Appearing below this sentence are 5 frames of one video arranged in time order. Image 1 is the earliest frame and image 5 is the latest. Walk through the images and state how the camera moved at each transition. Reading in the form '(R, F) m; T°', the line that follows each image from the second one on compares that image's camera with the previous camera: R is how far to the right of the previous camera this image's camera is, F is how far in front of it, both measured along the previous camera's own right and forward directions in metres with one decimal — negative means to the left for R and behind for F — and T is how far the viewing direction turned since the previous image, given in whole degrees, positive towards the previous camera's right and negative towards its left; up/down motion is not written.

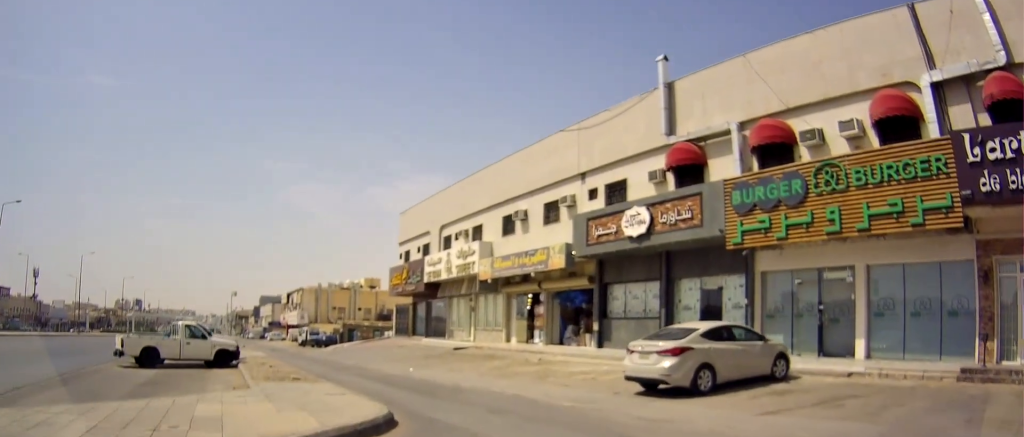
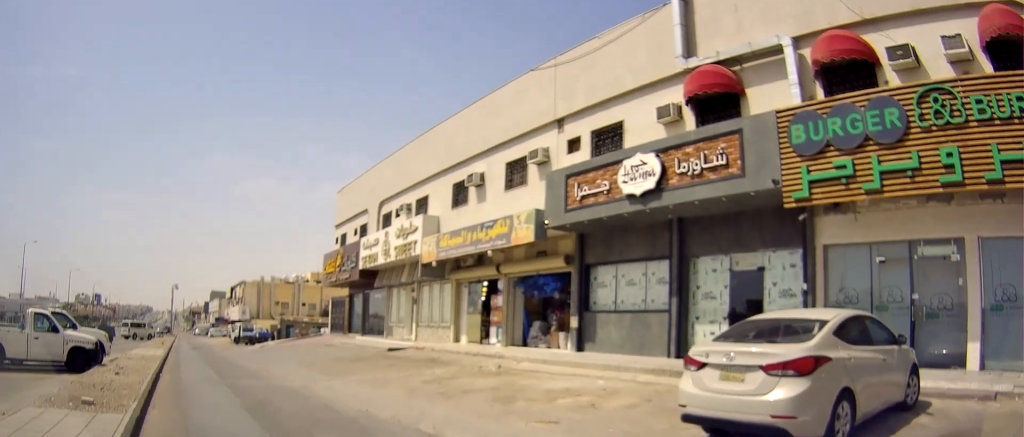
(0.0, +6.5) m; 0°
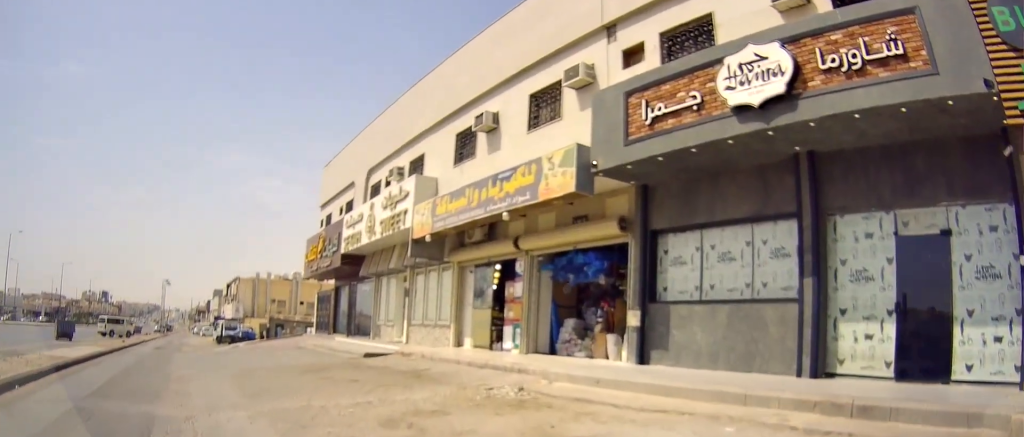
(0.0, +6.9) m; 0°
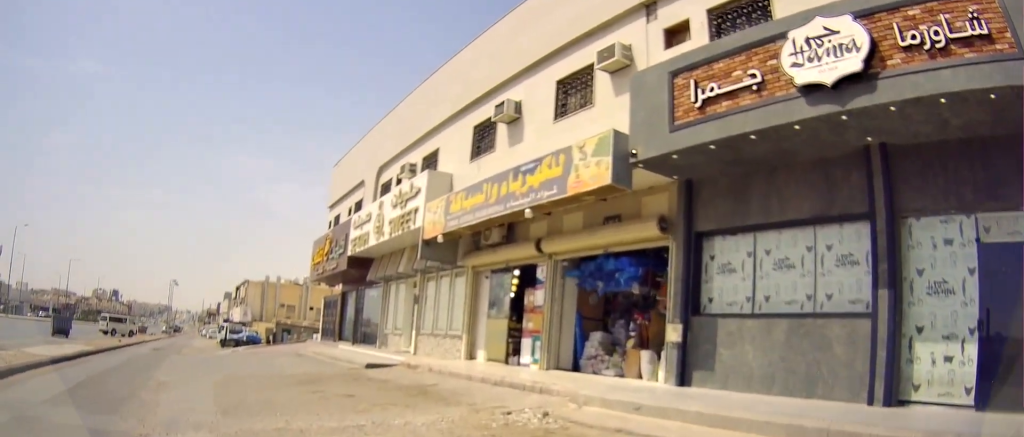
(0.0, +1.8) m; 0°
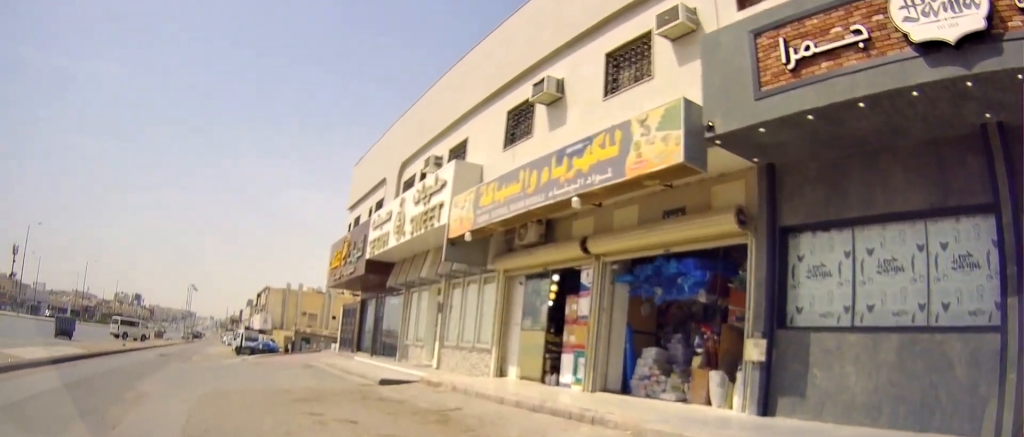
(0.0, +2.3) m; 0°
